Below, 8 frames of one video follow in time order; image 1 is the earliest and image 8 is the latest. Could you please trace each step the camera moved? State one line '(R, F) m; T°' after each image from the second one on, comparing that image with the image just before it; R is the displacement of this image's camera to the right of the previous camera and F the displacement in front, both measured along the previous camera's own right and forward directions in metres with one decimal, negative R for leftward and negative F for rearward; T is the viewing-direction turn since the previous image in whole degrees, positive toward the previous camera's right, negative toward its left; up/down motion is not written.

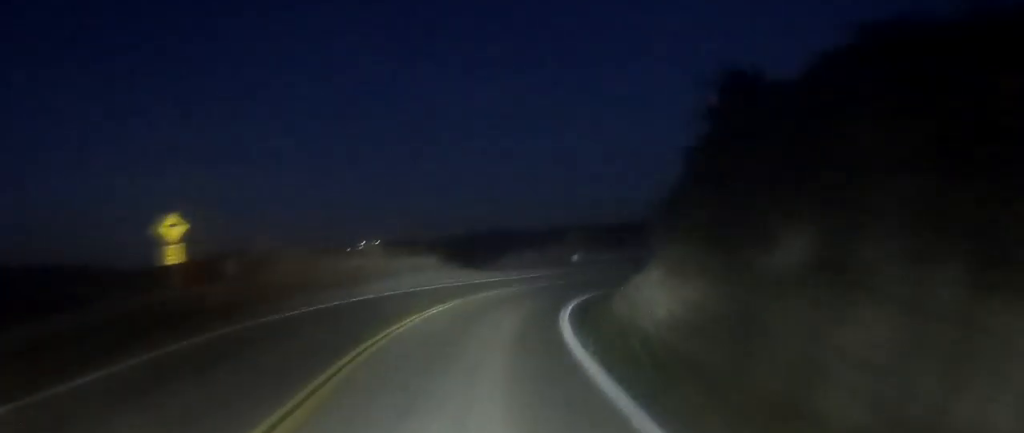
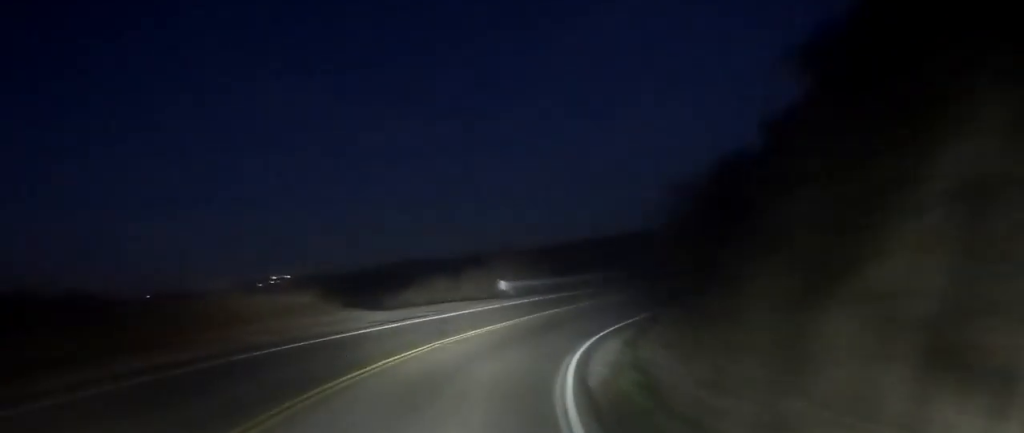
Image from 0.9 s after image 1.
(+0.6, +12.0) m; +7°
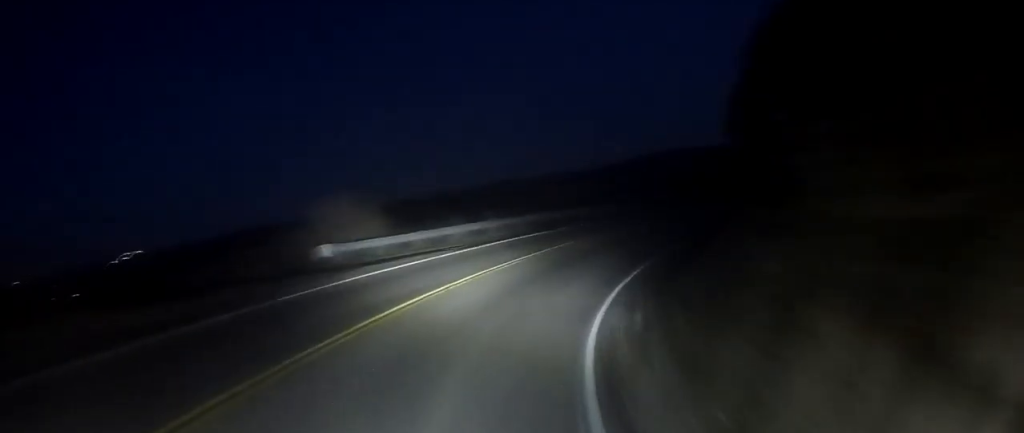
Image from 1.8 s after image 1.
(+0.7, +10.9) m; +15°
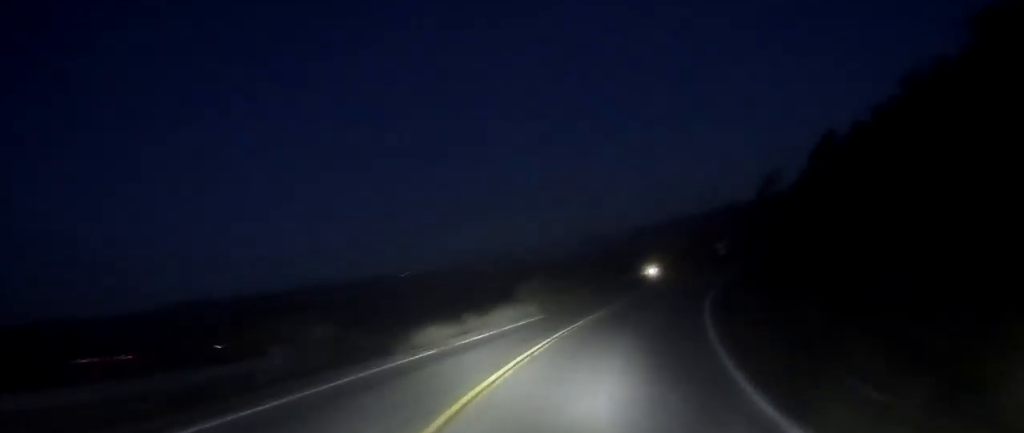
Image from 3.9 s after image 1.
(+8.8, +20.4) m; +40°
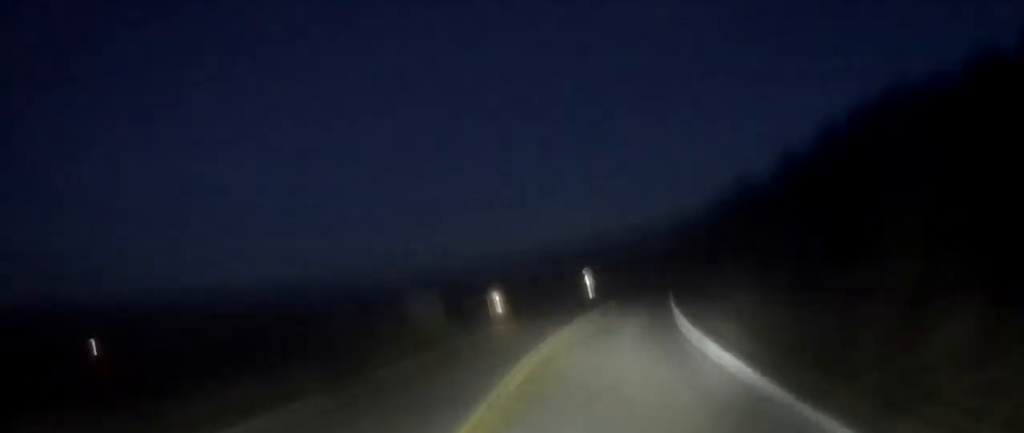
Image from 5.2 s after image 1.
(+2.4, +15.4) m; +13°
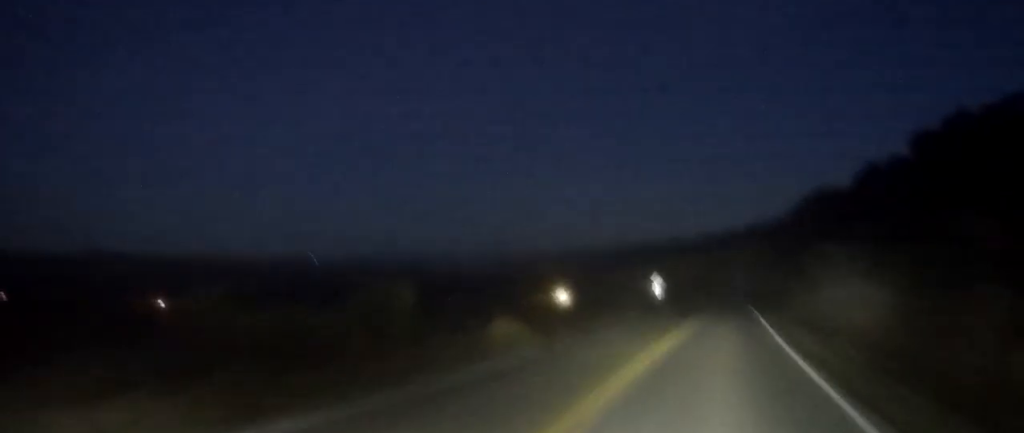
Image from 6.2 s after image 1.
(+0.6, +12.1) m; +3°
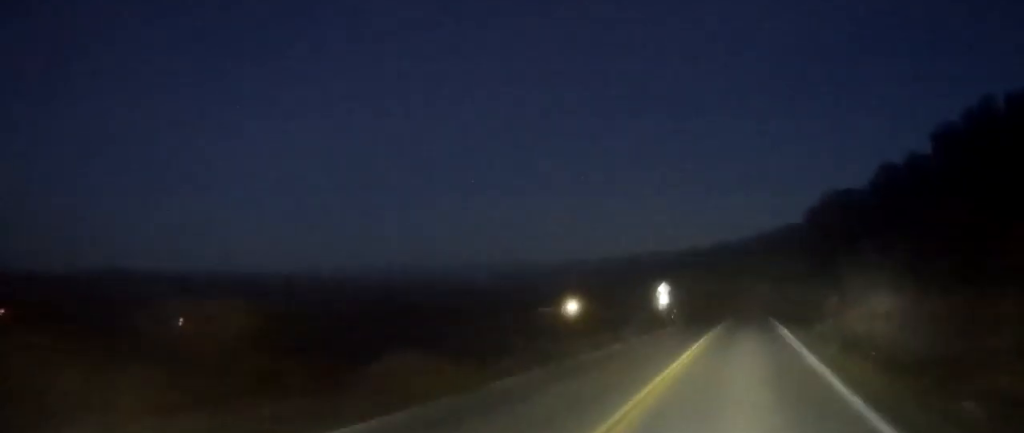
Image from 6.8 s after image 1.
(+0.1, +7.6) m; +1°
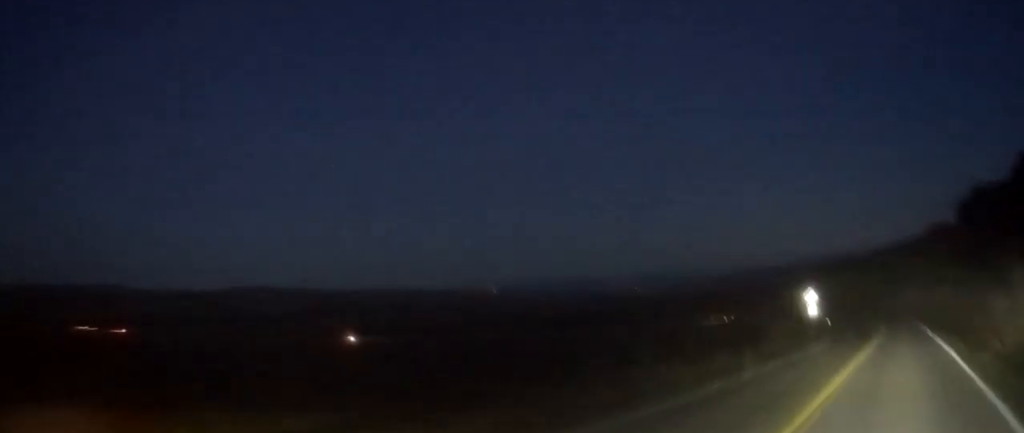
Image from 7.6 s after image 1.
(0.0, +9.8) m; +2°
